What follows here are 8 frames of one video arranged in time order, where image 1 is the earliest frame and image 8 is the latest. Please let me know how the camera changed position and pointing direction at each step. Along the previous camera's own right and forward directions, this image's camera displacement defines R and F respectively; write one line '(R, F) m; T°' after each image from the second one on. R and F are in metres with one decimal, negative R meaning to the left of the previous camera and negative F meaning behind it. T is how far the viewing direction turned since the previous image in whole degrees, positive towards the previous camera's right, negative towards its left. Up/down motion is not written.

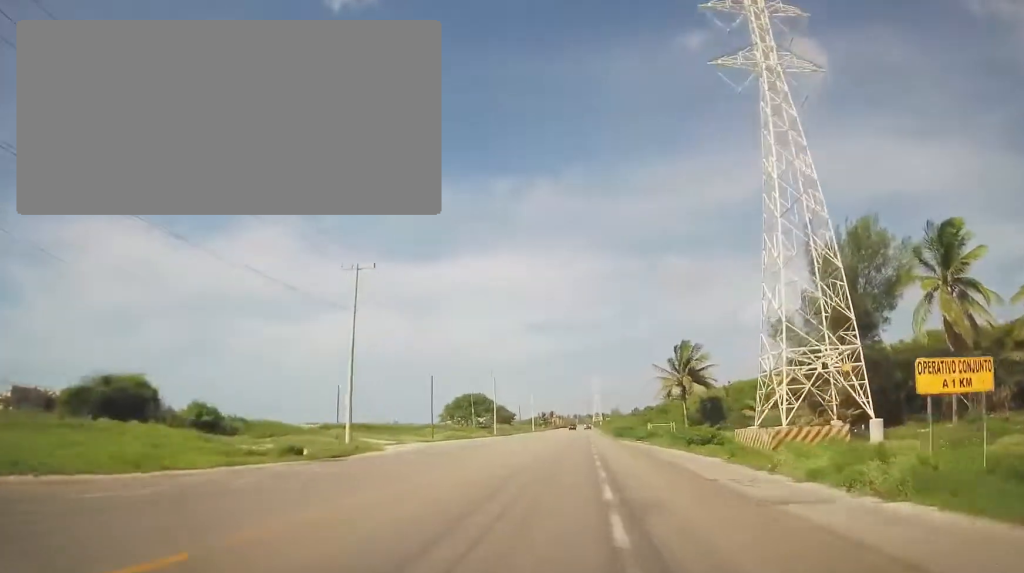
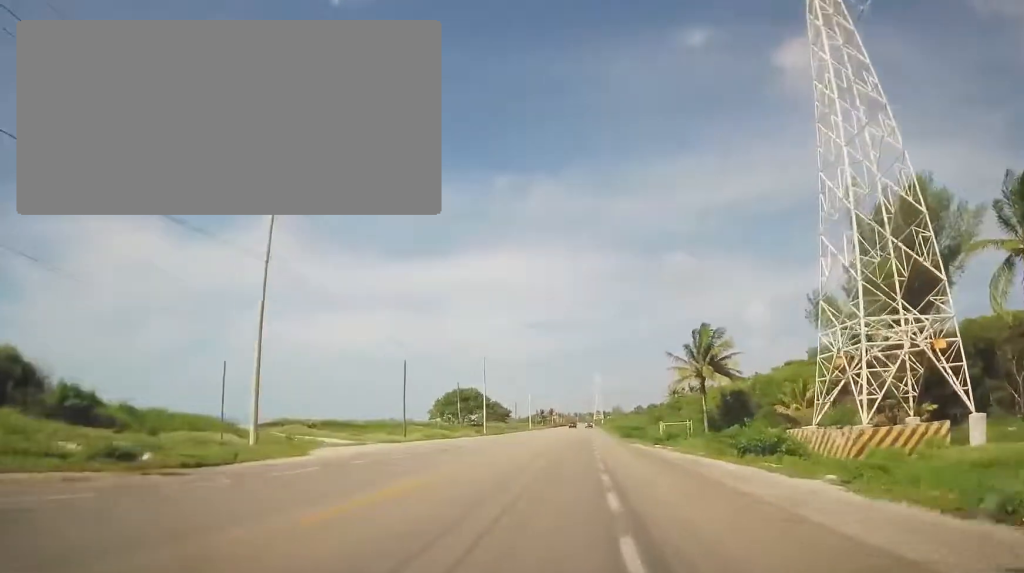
(-0.3, +9.8) m; 0°
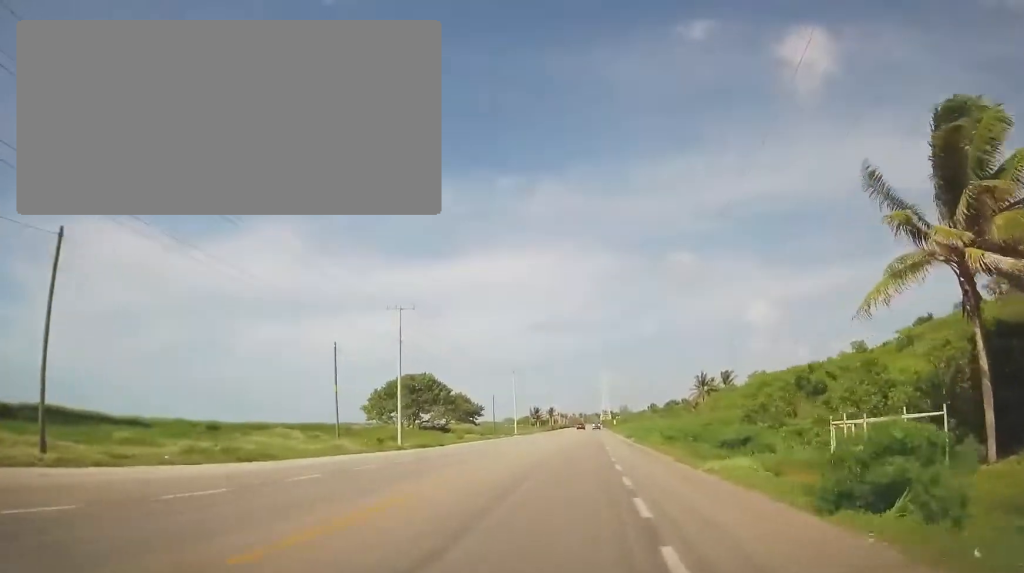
(0.0, +38.1) m; 0°
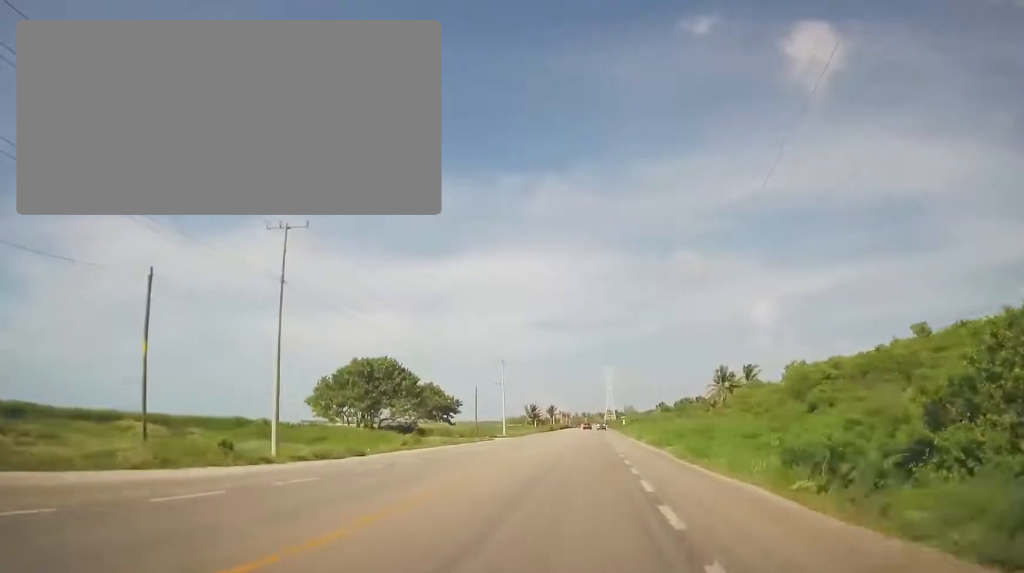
(-0.4, +17.6) m; -1°
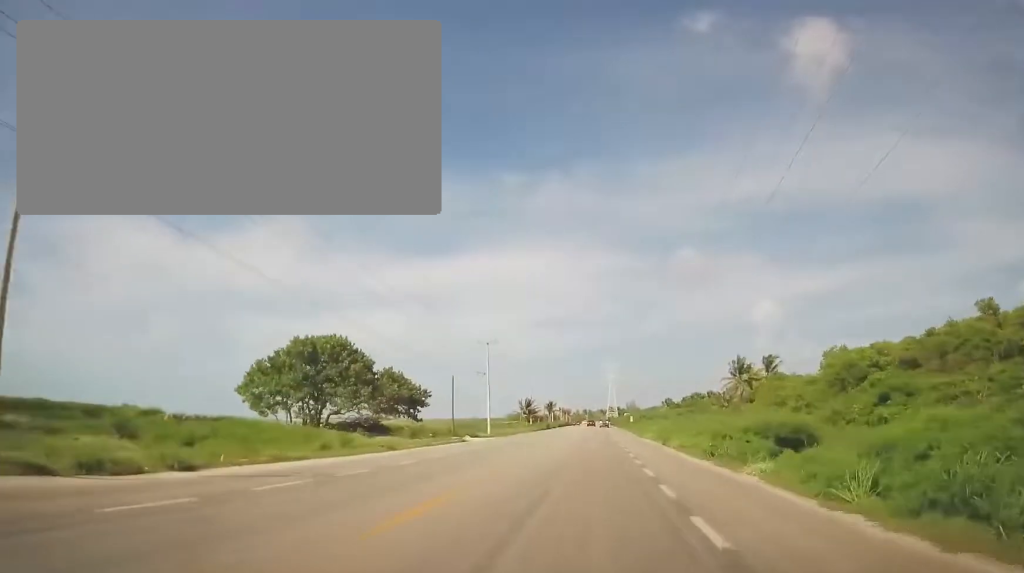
(-0.1, +13.9) m; 0°
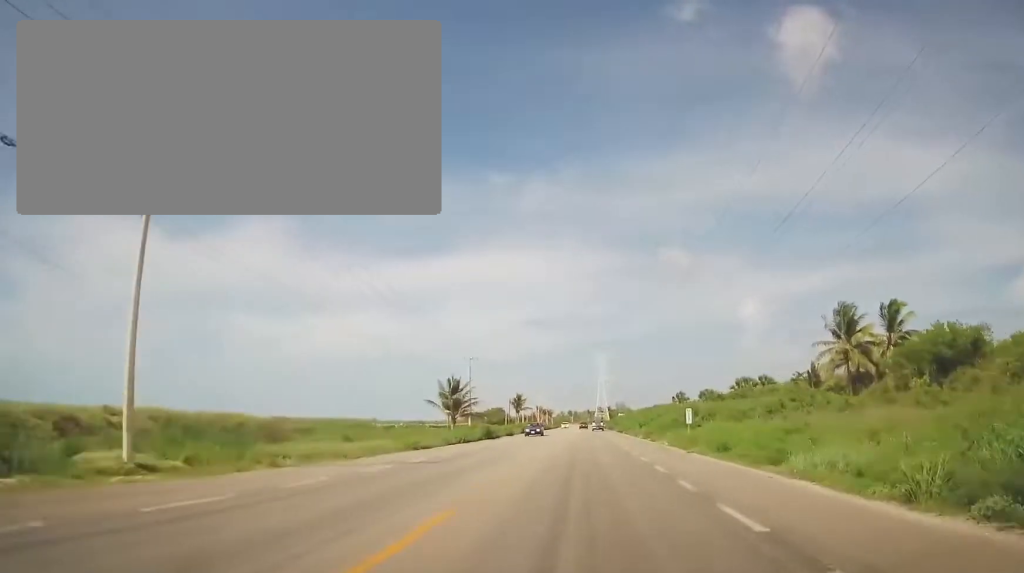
(-0.6, +54.0) m; 0°
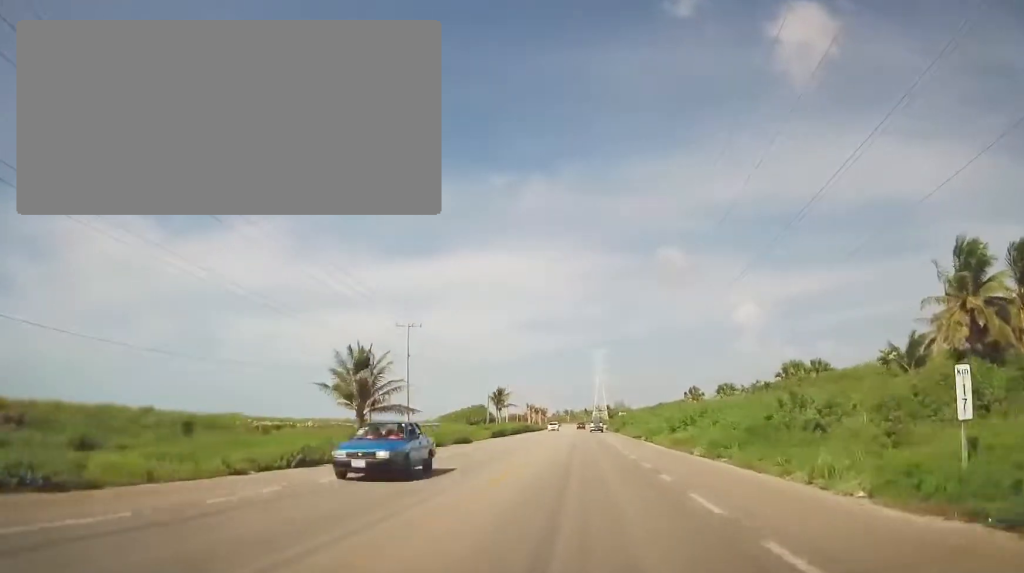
(+0.2, +23.4) m; +1°
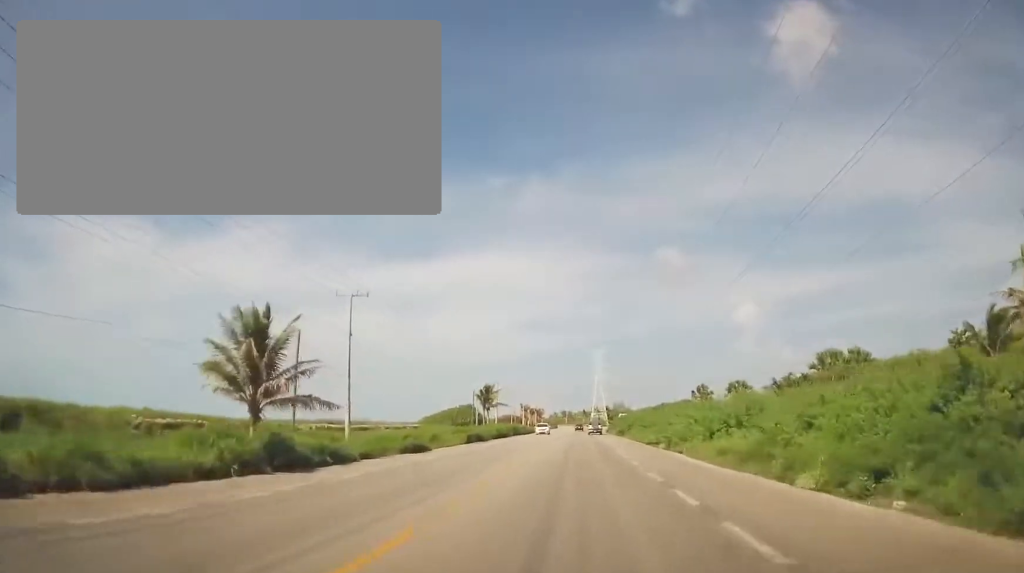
(+0.2, +11.2) m; 0°
